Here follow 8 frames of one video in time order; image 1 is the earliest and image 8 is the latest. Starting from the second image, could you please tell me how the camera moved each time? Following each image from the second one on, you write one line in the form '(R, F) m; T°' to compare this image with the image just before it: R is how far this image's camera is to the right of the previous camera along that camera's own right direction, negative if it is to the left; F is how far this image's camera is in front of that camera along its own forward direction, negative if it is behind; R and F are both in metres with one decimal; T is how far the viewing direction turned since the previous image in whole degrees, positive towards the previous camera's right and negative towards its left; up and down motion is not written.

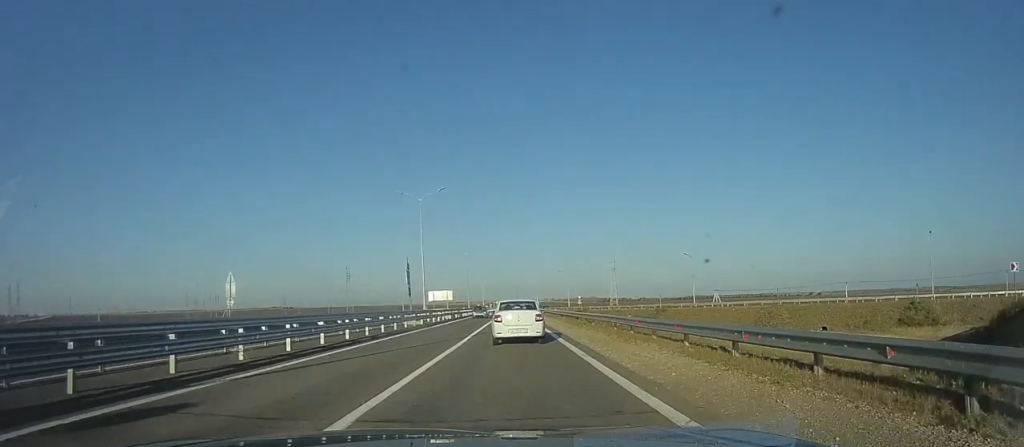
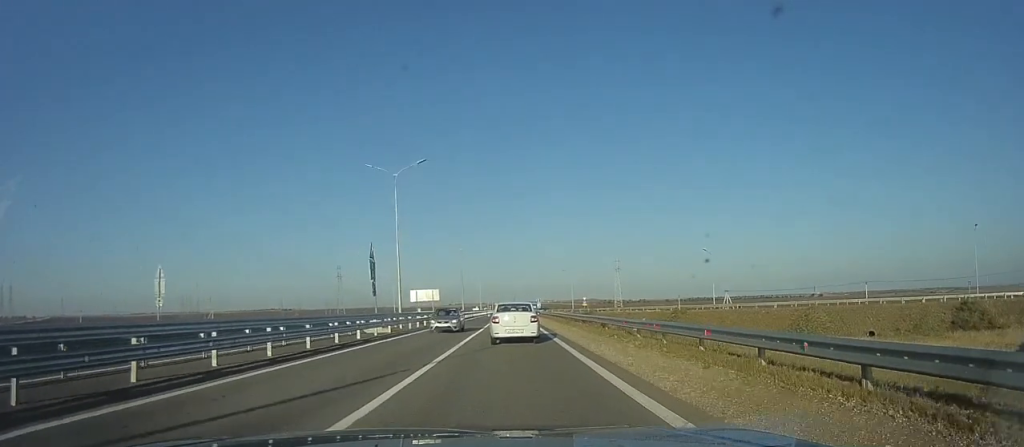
(+1.0, +10.2) m; +3°
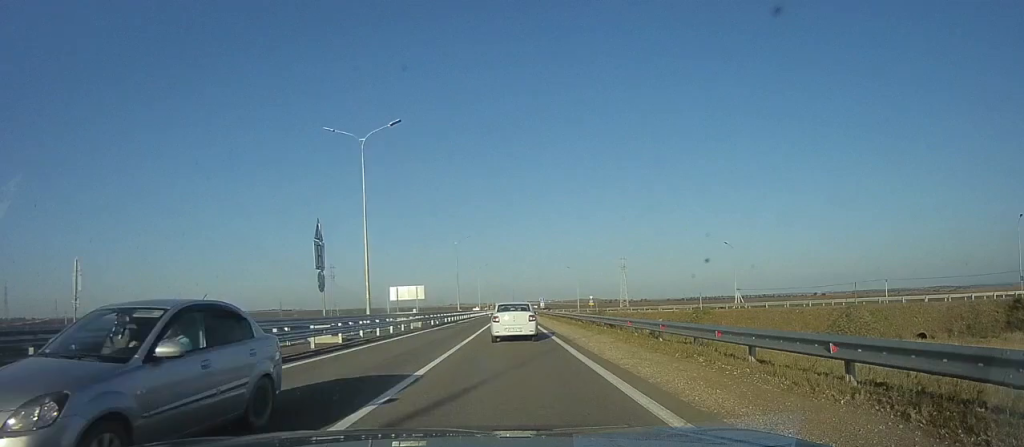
(-0.3, +8.6) m; -2°
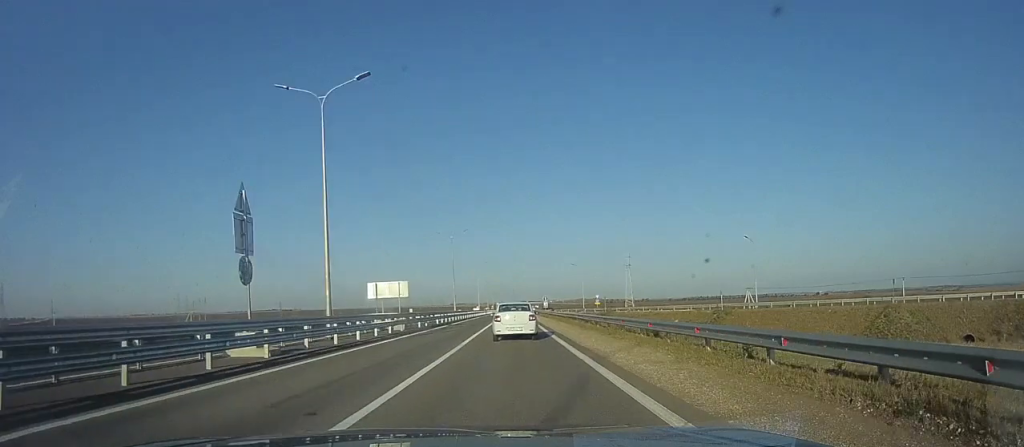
(-0.1, +7.2) m; -1°
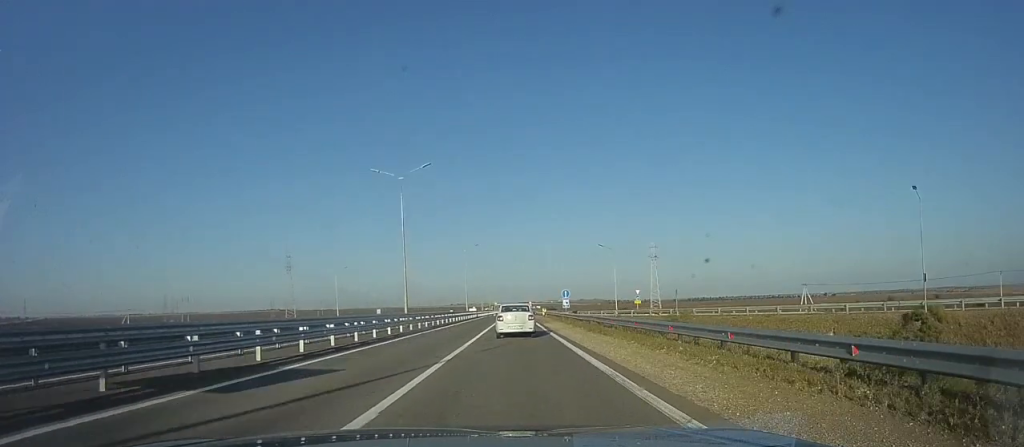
(-1.5, +34.7) m; -1°
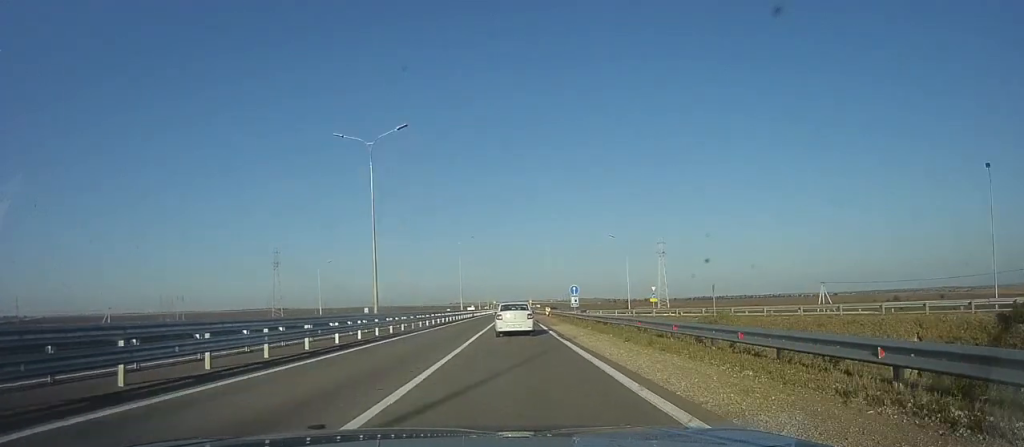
(+0.2, +8.6) m; +2°
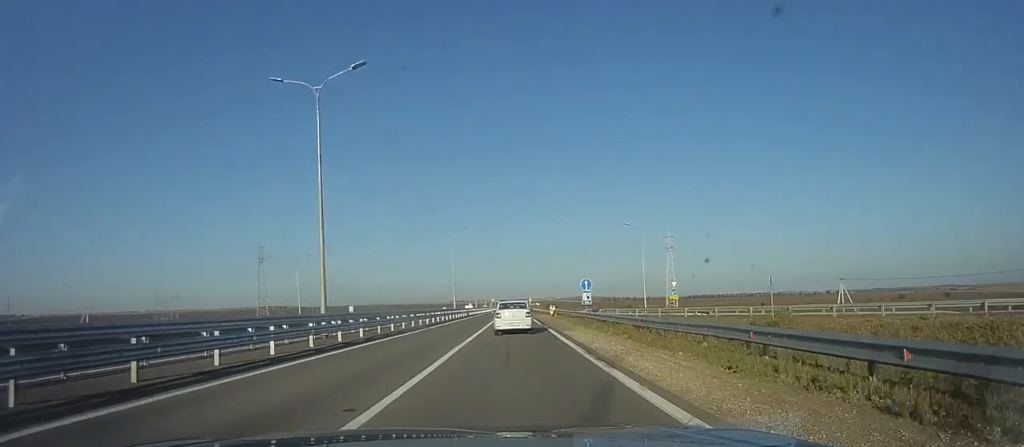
(+0.4, +8.6) m; +2°
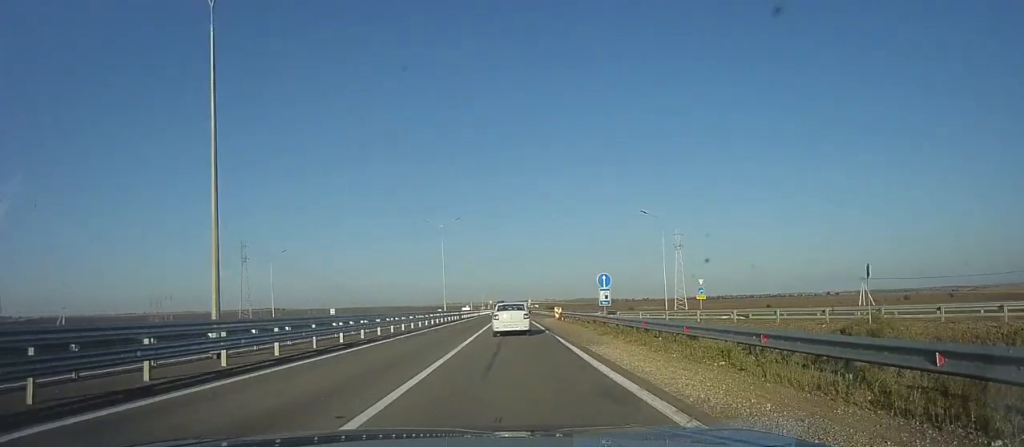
(0.0, +8.8) m; -2°
